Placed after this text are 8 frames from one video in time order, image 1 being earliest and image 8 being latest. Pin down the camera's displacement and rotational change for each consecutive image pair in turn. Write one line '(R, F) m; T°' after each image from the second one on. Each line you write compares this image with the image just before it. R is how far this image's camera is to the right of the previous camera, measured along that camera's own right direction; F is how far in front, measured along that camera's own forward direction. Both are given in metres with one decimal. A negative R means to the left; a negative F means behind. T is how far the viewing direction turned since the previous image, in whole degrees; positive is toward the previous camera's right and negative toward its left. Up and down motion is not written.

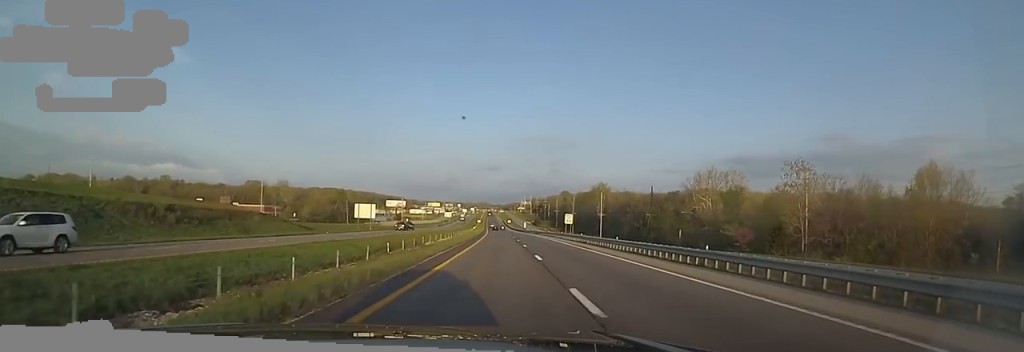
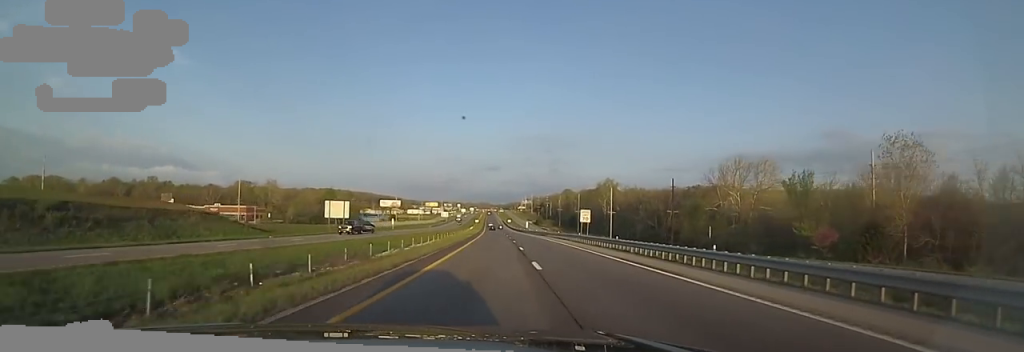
(0.0, +16.6) m; 0°
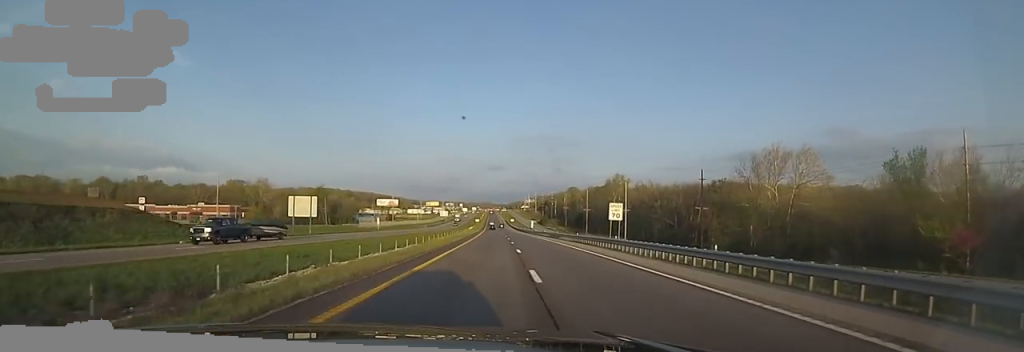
(0.0, +15.8) m; 0°
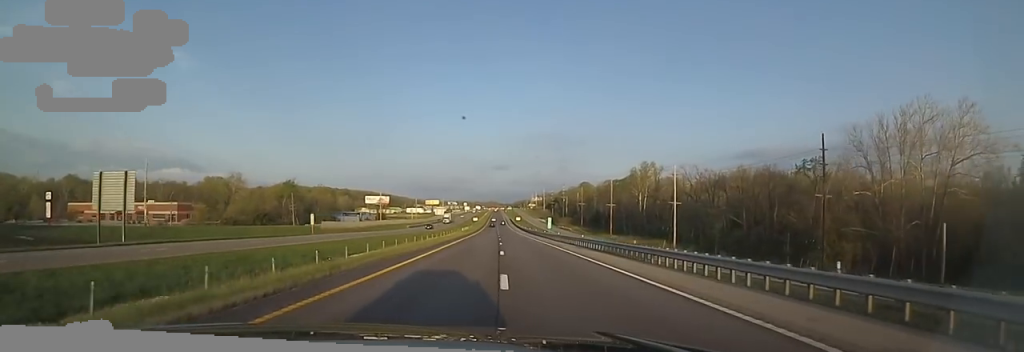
(+0.3, +38.7) m; -1°
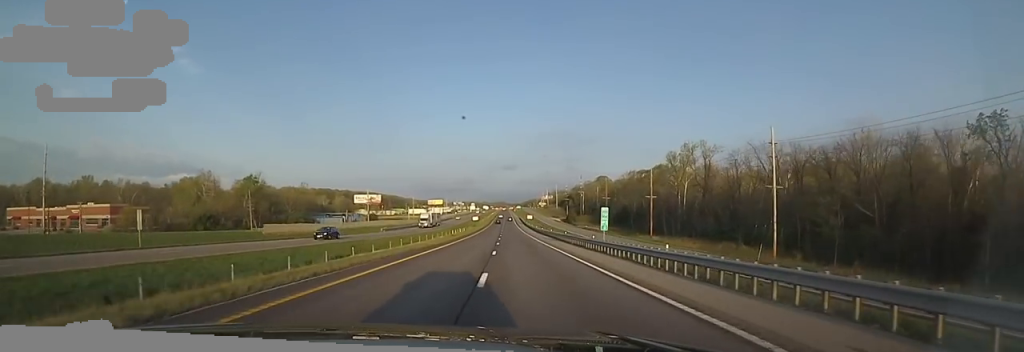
(-1.0, +37.1) m; -2°
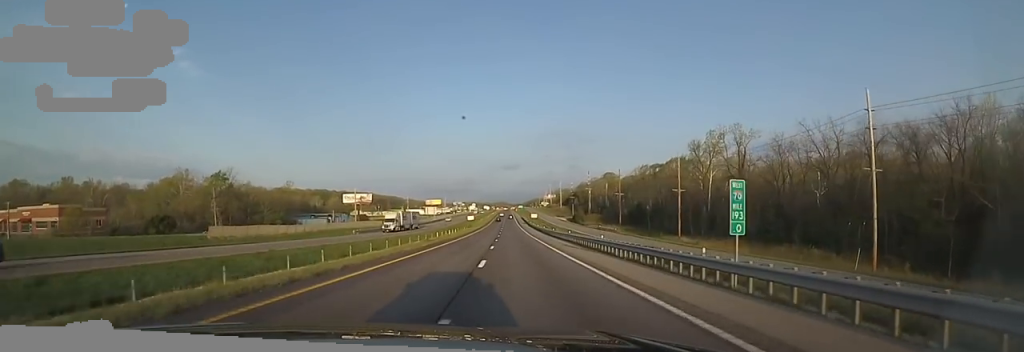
(-0.4, +19.4) m; 0°
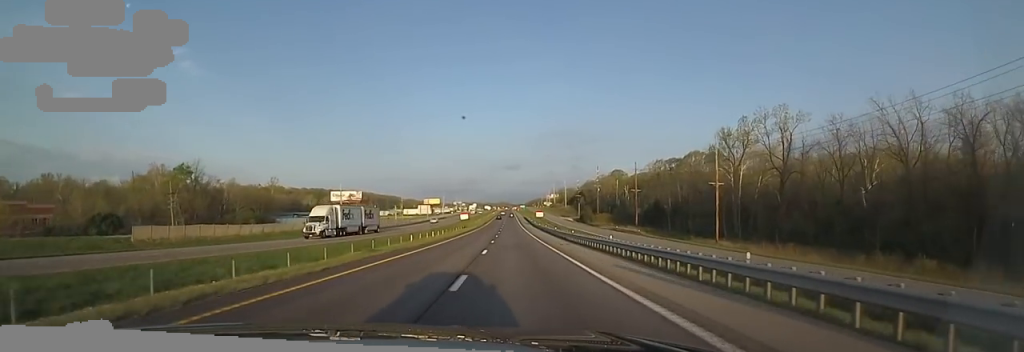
(+0.8, +18.1) m; 0°
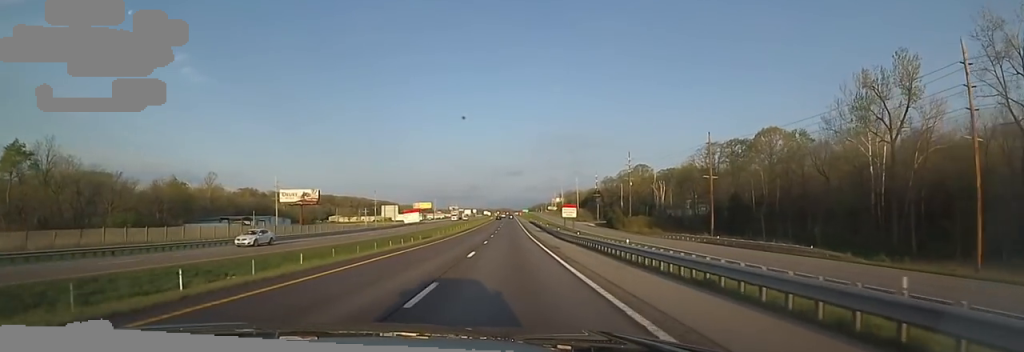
(-0.8, +49.5) m; 0°
